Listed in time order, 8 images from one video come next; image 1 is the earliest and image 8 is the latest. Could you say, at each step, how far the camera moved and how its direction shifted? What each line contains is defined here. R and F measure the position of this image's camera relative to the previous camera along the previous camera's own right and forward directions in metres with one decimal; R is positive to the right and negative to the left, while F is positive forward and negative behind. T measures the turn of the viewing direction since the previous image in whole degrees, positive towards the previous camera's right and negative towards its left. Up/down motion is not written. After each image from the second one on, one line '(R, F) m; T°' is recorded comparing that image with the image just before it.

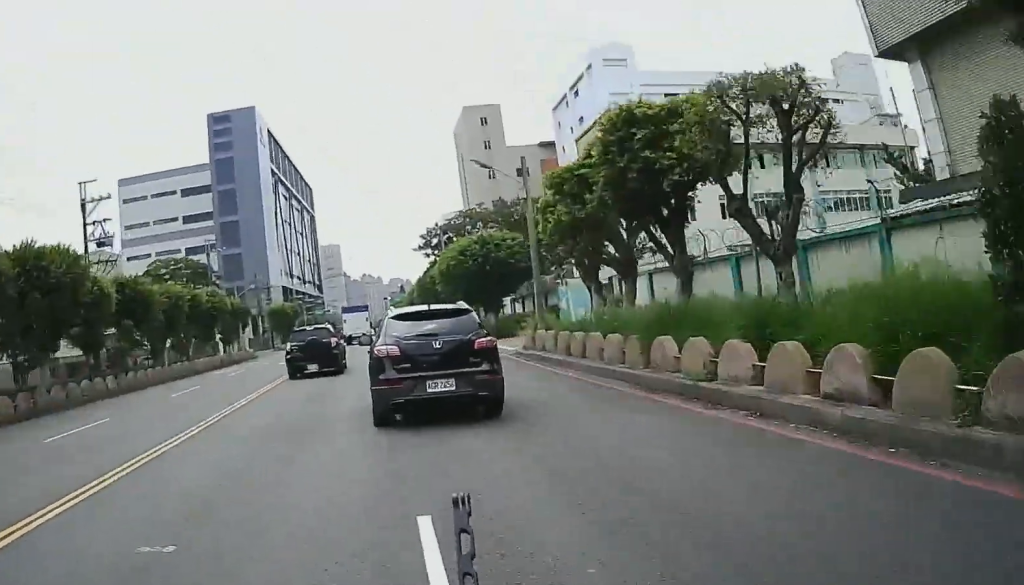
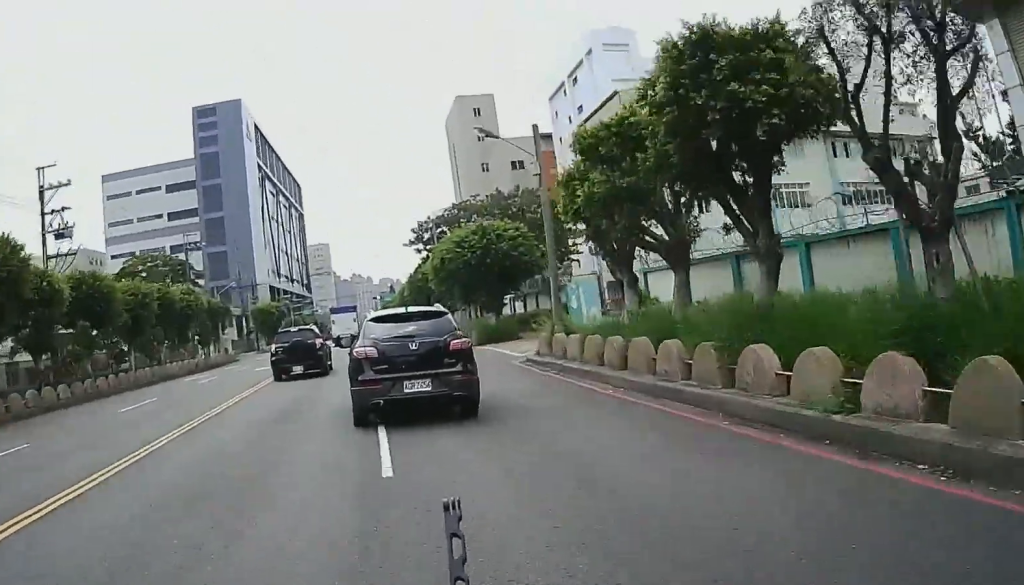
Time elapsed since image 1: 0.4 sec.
(0.0, +4.3) m; -1°
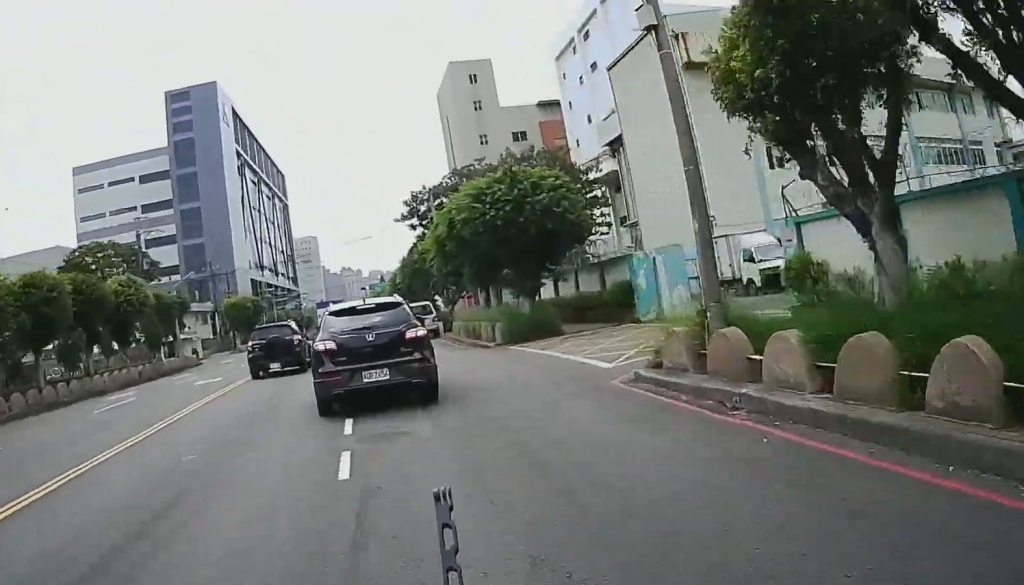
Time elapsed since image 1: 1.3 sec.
(-0.1, +9.5) m; -2°
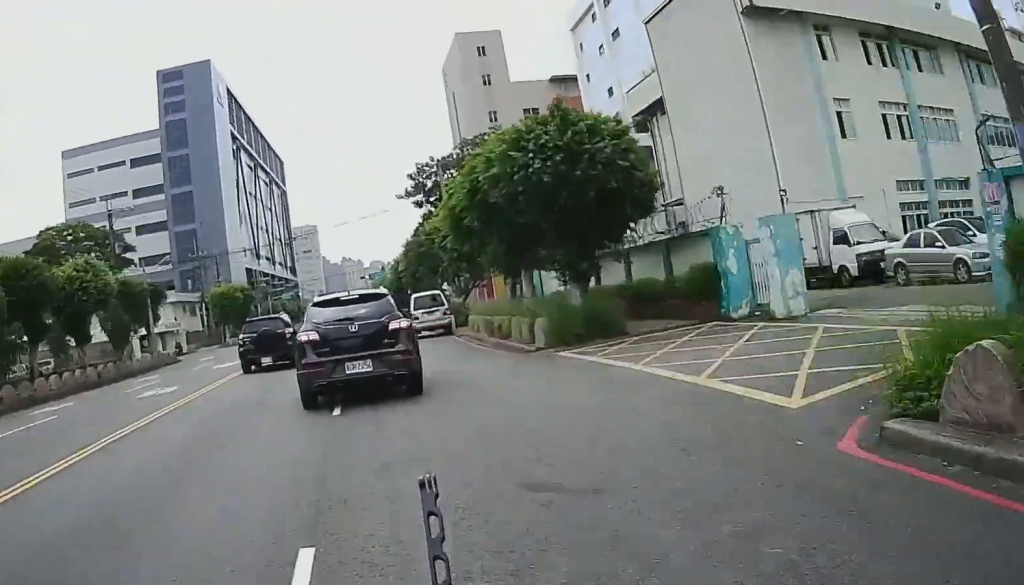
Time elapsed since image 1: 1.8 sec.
(-0.2, +6.2) m; -1°
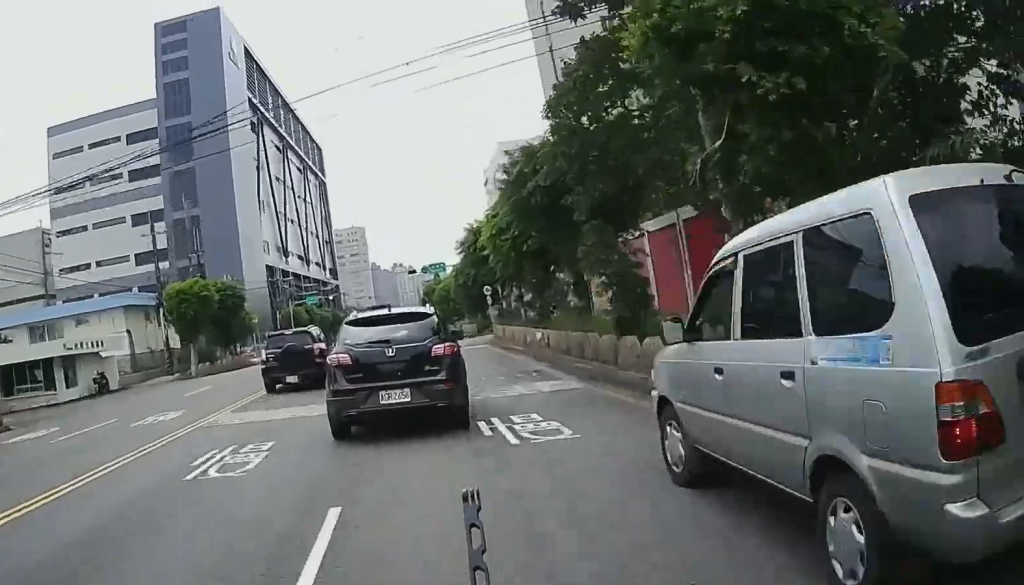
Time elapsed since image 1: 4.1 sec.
(-0.3, +27.4) m; -1°
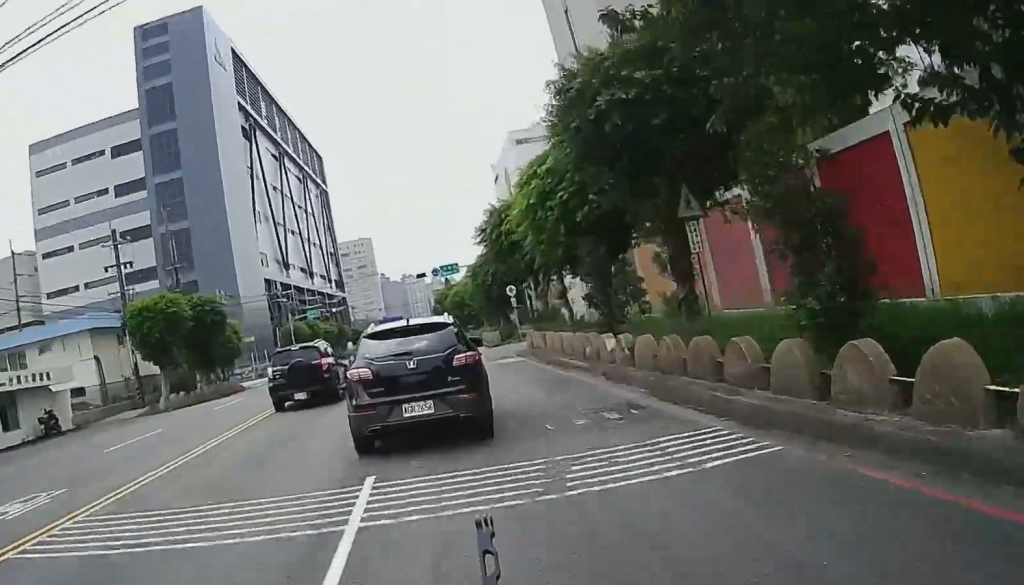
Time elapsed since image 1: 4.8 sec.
(0.0, +7.2) m; 0°
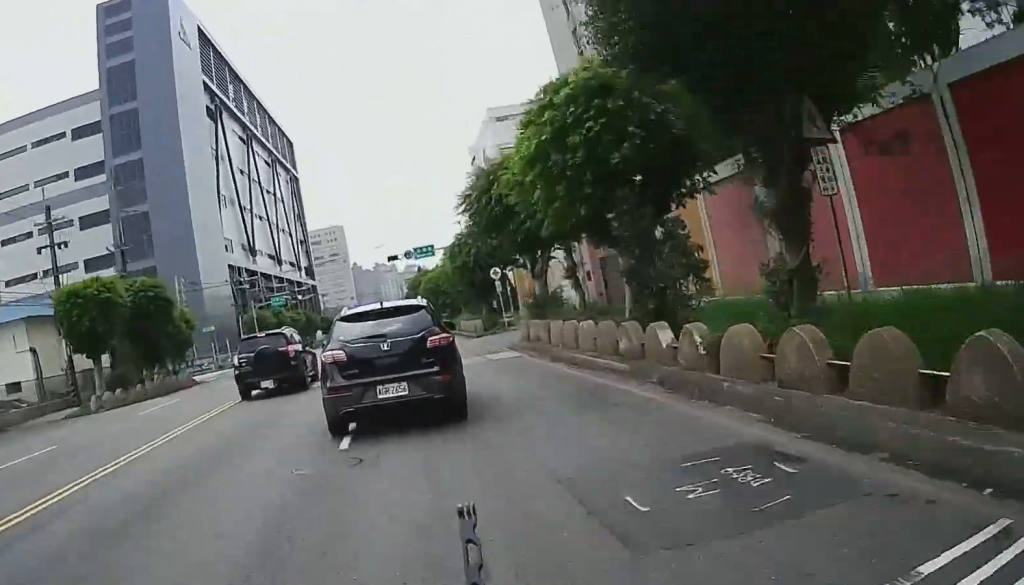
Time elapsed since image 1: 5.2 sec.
(0.0, +4.7) m; 0°
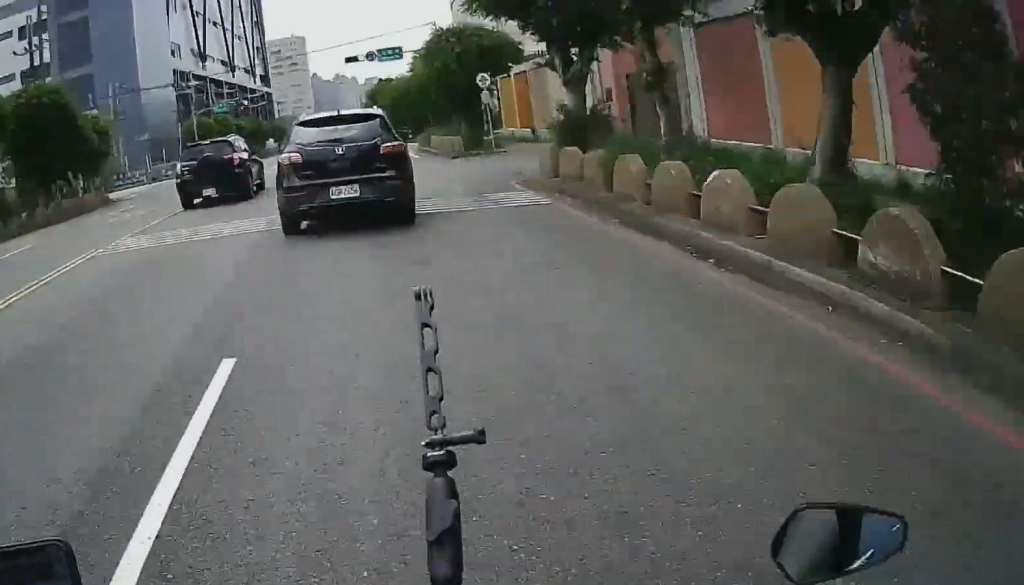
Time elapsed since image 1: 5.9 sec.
(0.0, +7.6) m; 0°
